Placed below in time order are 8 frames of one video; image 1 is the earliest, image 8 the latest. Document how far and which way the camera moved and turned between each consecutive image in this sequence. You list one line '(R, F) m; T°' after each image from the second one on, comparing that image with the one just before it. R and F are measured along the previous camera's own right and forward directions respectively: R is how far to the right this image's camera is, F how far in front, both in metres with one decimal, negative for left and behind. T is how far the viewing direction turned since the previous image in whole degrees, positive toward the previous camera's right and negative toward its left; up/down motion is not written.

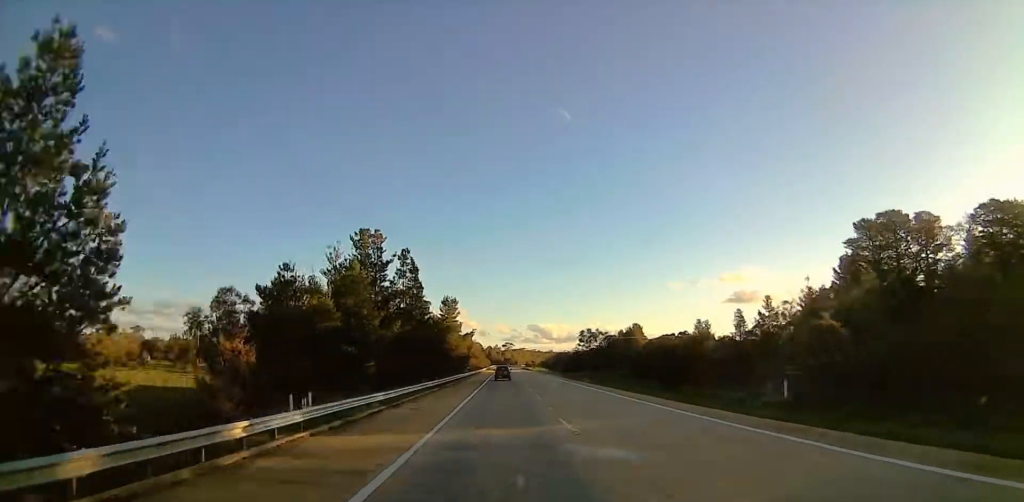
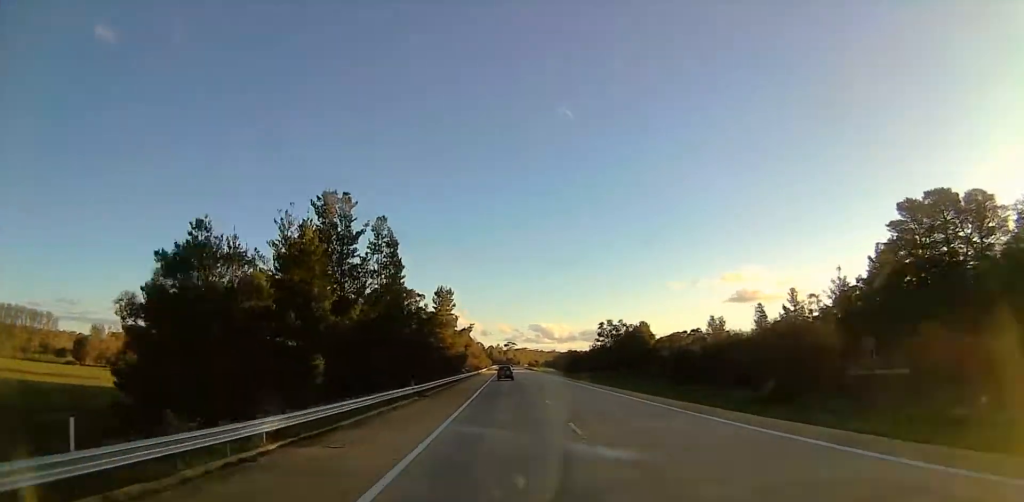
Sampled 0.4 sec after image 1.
(0.0, +13.8) m; 0°
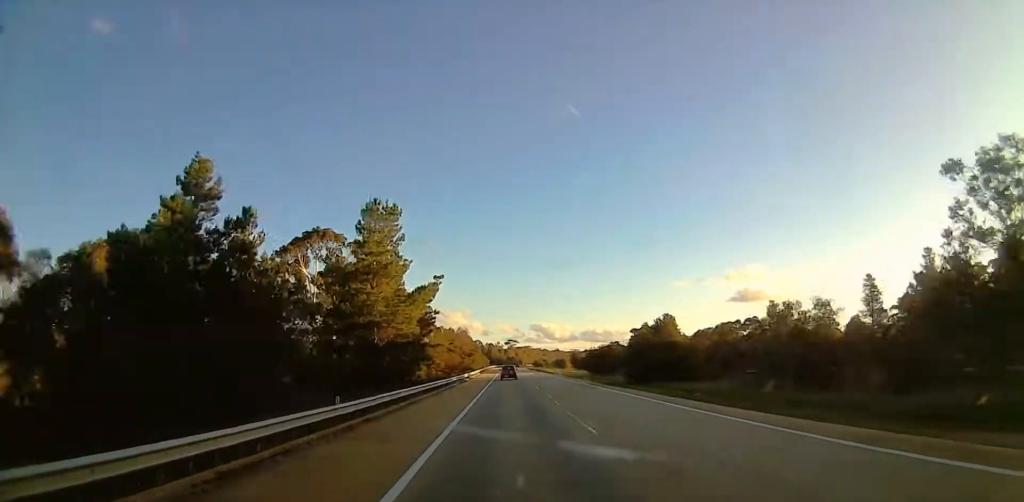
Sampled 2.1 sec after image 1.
(0.0, +55.1) m; 0°
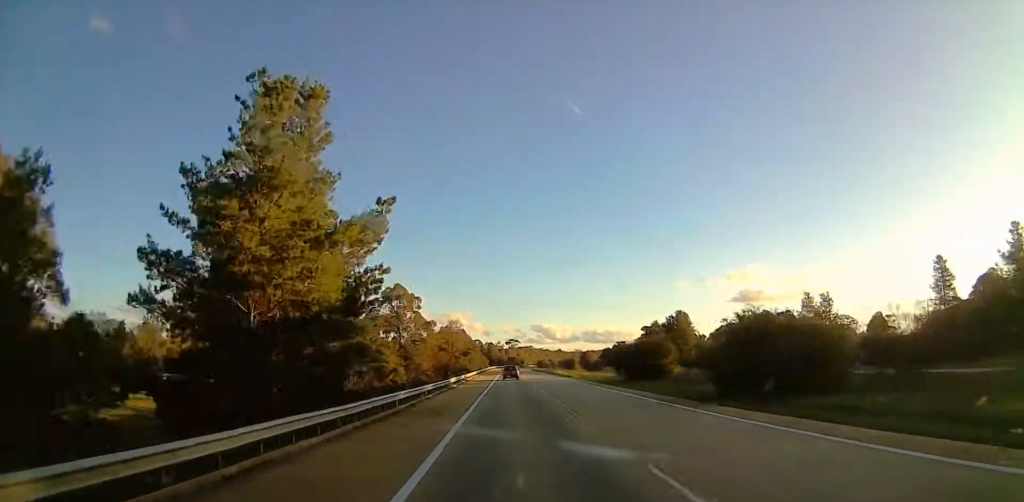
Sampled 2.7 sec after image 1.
(0.0, +23.8) m; 0°
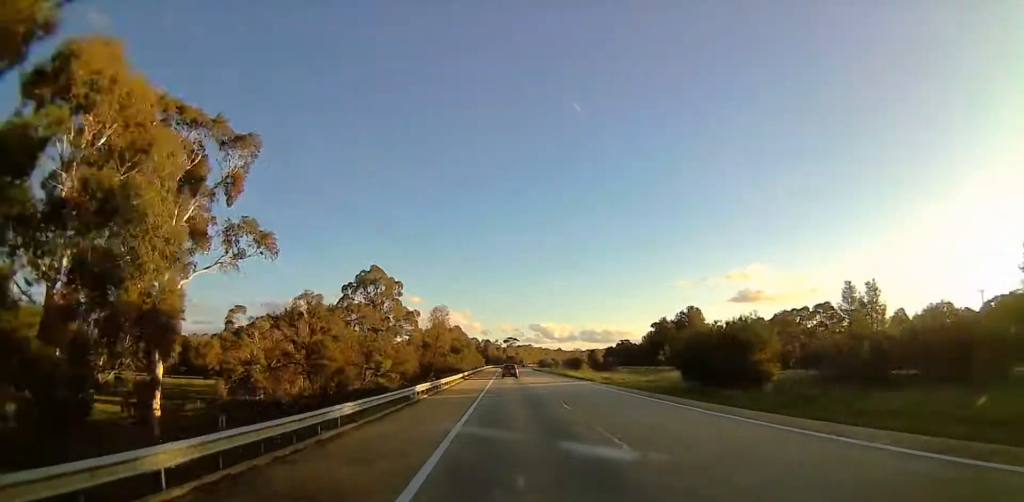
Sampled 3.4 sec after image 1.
(0.0, +22.7) m; 0°
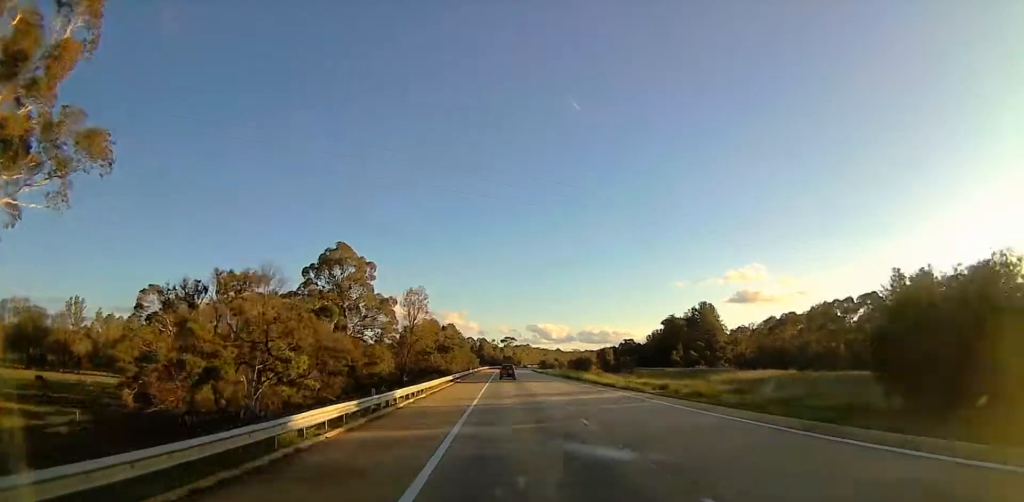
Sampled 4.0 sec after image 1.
(0.0, +20.0) m; 0°
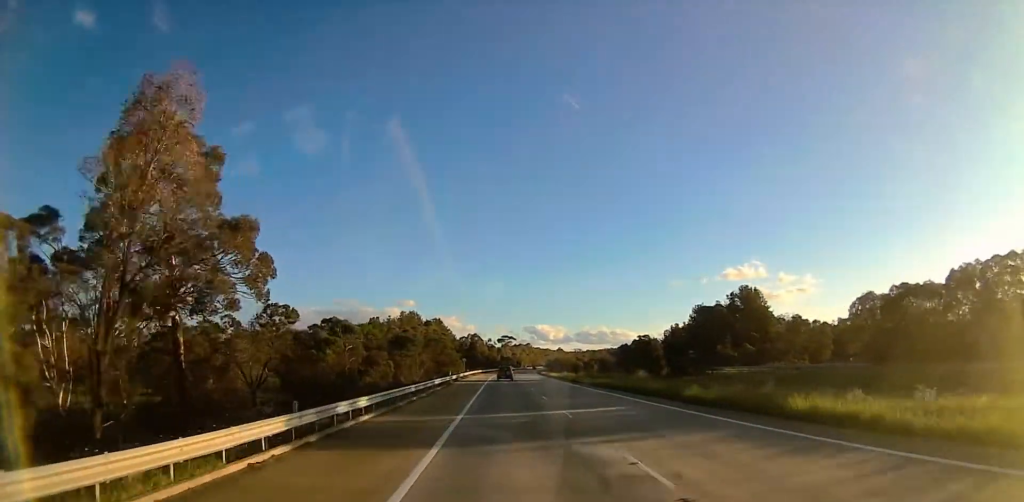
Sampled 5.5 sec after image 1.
(+0.5, +39.2) m; +2°
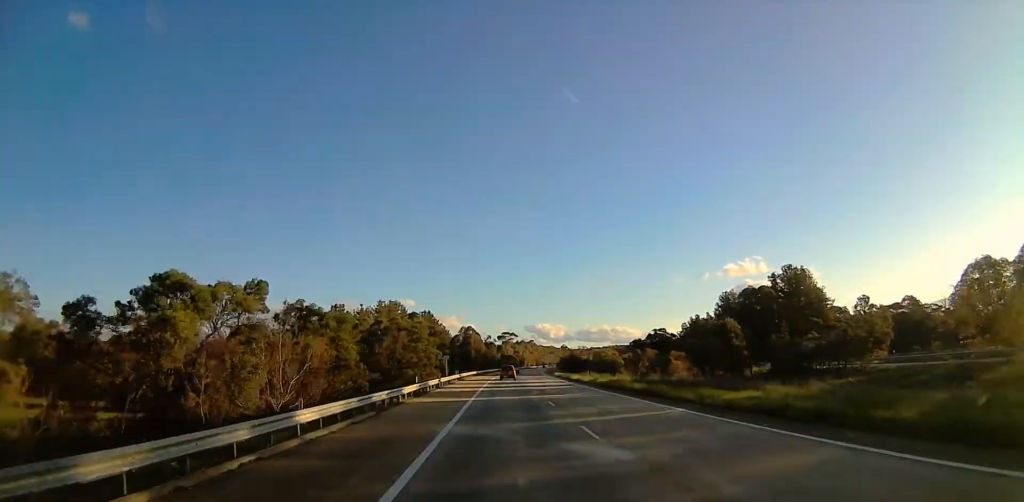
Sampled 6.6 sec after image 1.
(+0.6, +27.7) m; +2°
